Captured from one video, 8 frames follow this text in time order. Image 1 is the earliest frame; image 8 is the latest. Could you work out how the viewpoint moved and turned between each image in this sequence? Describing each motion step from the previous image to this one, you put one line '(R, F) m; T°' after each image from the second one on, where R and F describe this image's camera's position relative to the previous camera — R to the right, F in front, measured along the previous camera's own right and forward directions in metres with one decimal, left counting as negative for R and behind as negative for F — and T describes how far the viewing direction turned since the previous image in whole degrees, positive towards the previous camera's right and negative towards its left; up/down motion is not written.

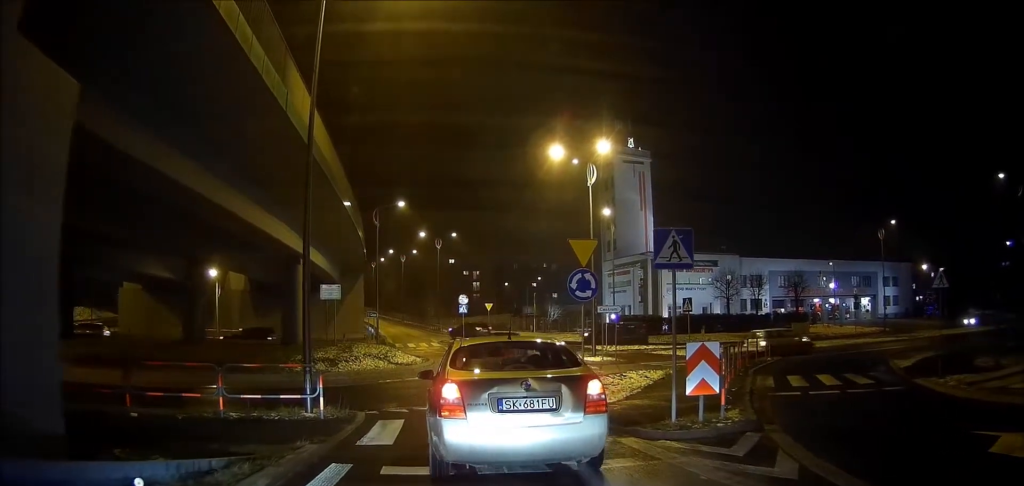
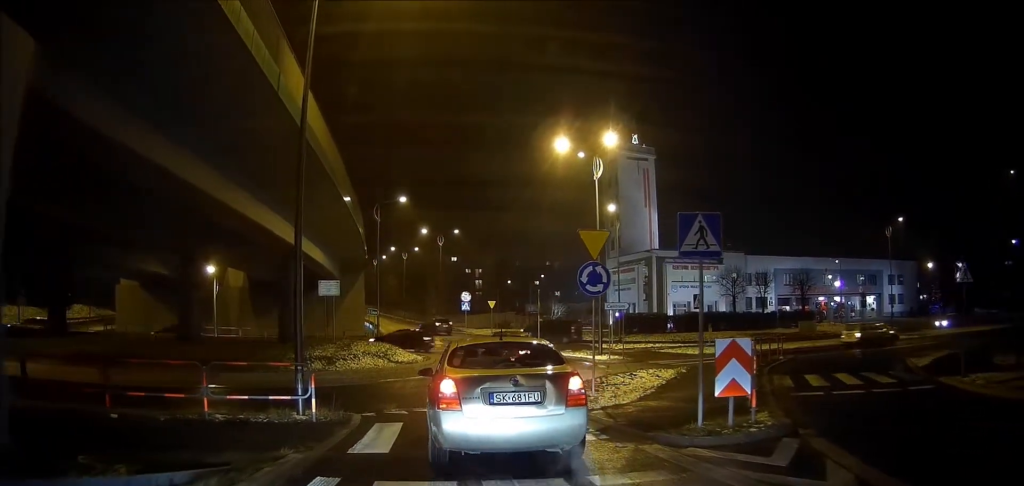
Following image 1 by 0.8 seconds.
(0.0, +0.9) m; 0°
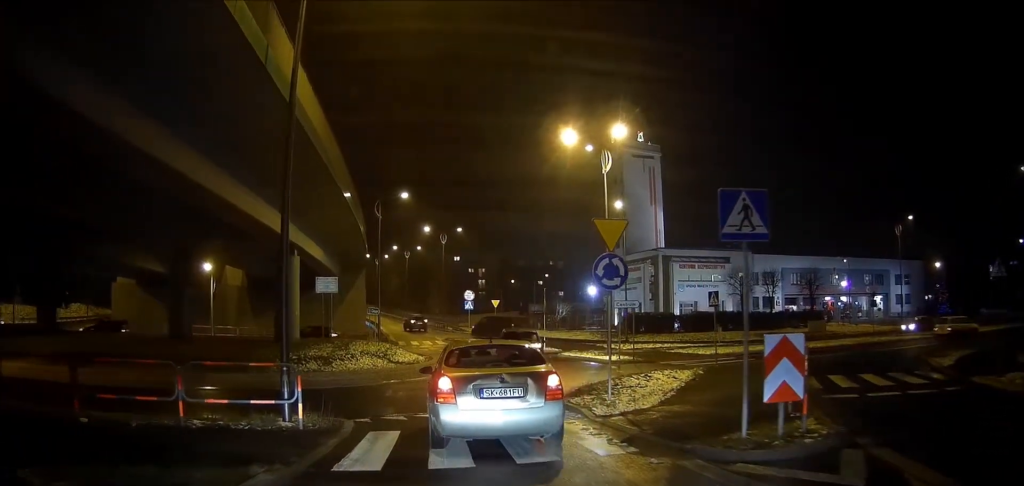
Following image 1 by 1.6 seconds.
(0.0, +1.1) m; 0°
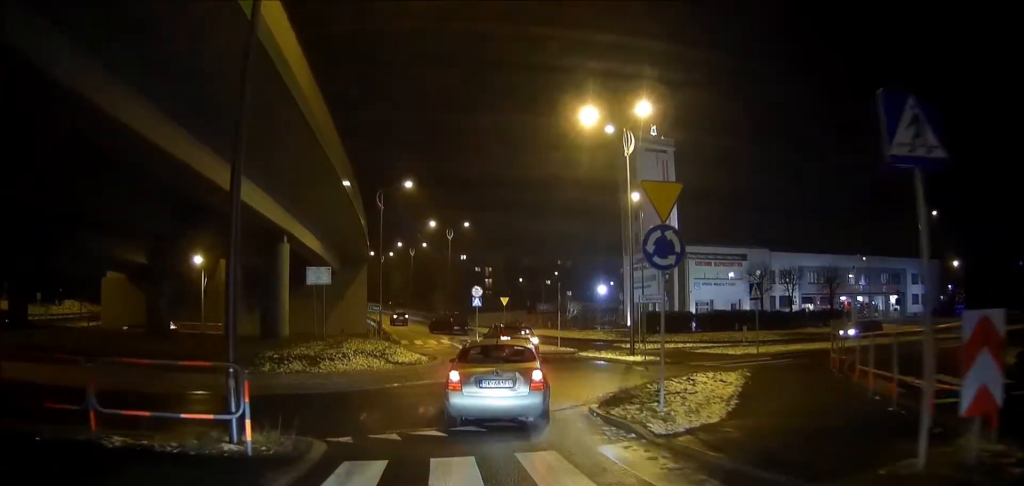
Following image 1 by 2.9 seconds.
(0.0, +2.5) m; 0°
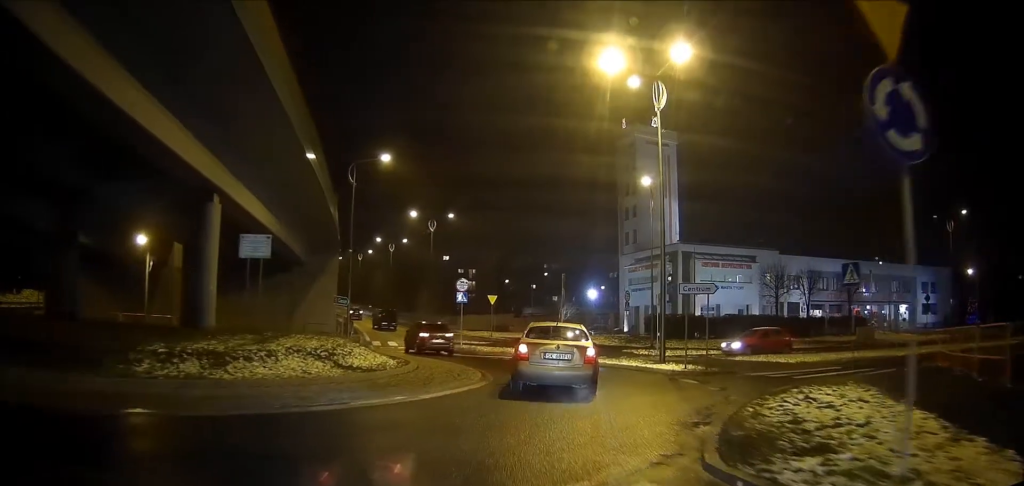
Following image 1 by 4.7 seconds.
(-0.2, +6.1) m; -1°
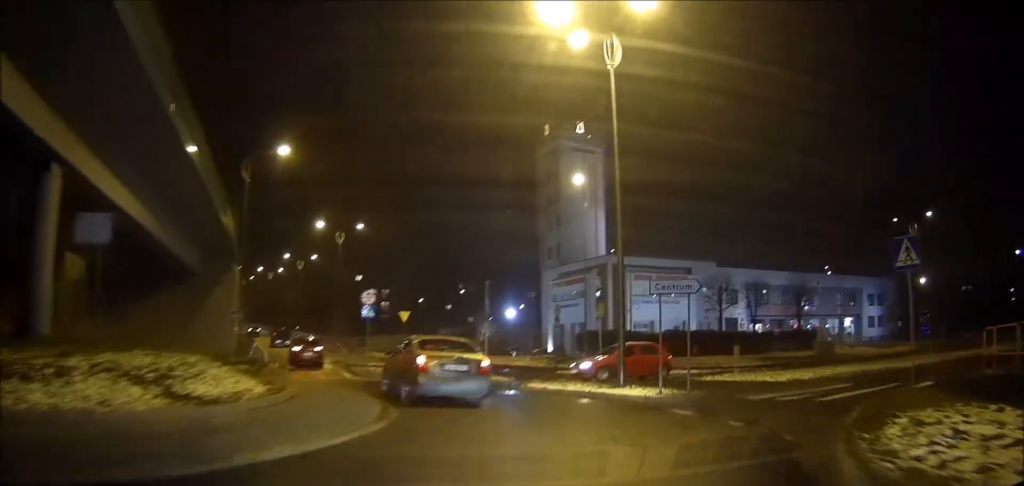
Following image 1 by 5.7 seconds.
(+0.2, +5.2) m; +3°
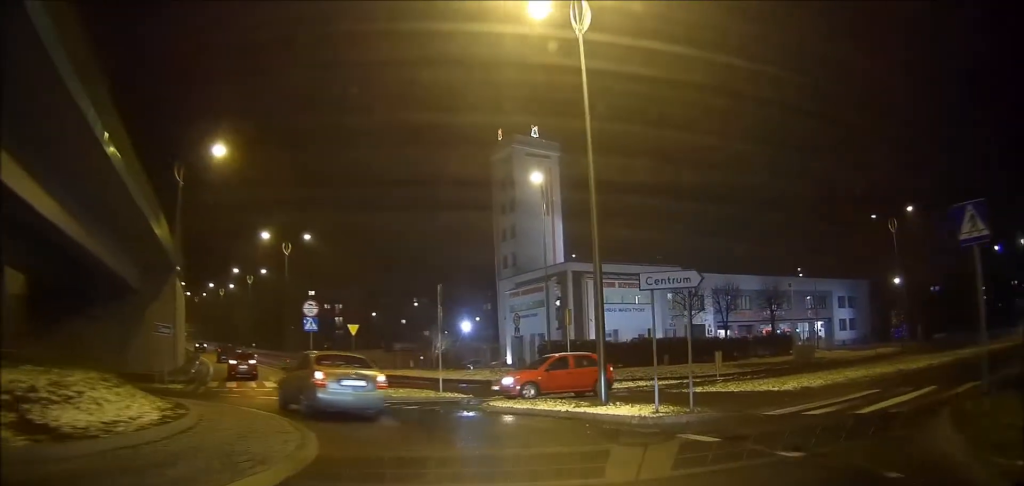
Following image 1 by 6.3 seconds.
(0.0, +3.1) m; 0°
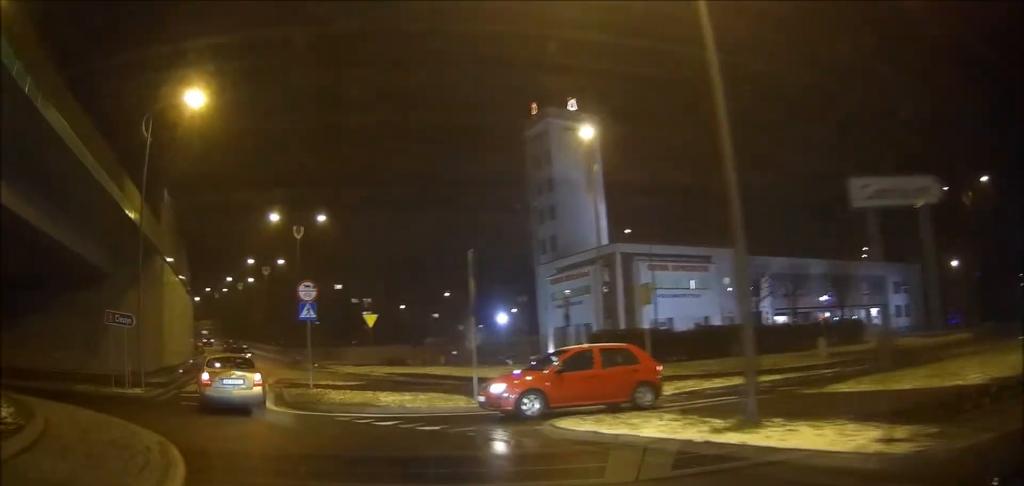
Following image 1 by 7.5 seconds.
(-0.2, +7.2) m; -4°
